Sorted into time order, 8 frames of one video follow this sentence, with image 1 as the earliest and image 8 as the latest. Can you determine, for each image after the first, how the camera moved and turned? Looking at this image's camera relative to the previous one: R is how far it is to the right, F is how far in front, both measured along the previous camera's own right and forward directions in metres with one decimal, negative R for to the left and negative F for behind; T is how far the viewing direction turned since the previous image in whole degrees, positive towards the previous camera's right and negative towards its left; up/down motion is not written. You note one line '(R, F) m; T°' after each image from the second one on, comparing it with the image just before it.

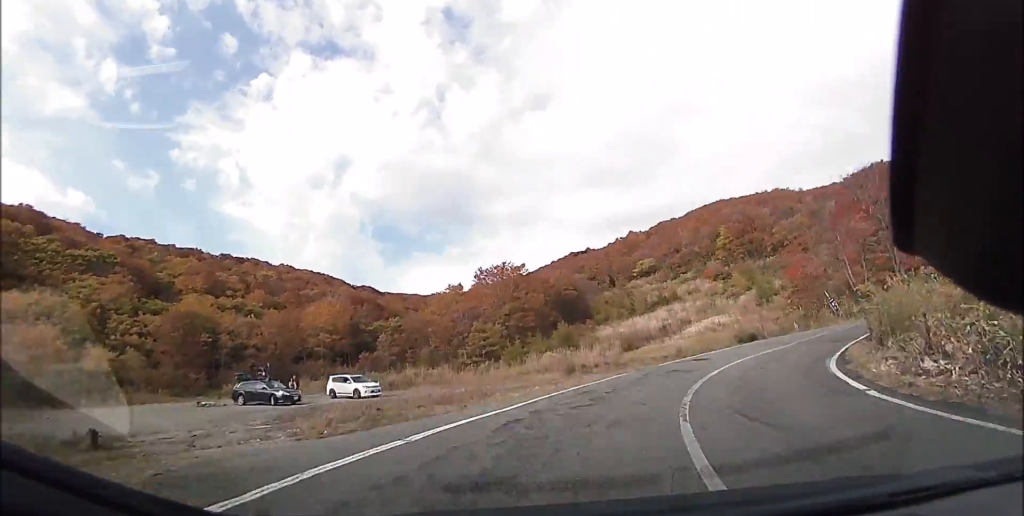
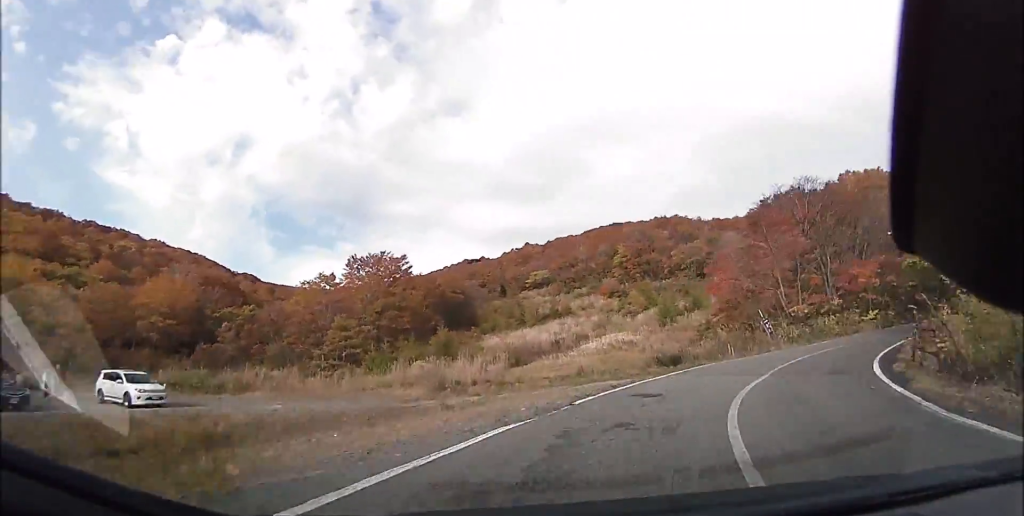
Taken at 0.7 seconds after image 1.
(+0.4, +8.6) m; +11°
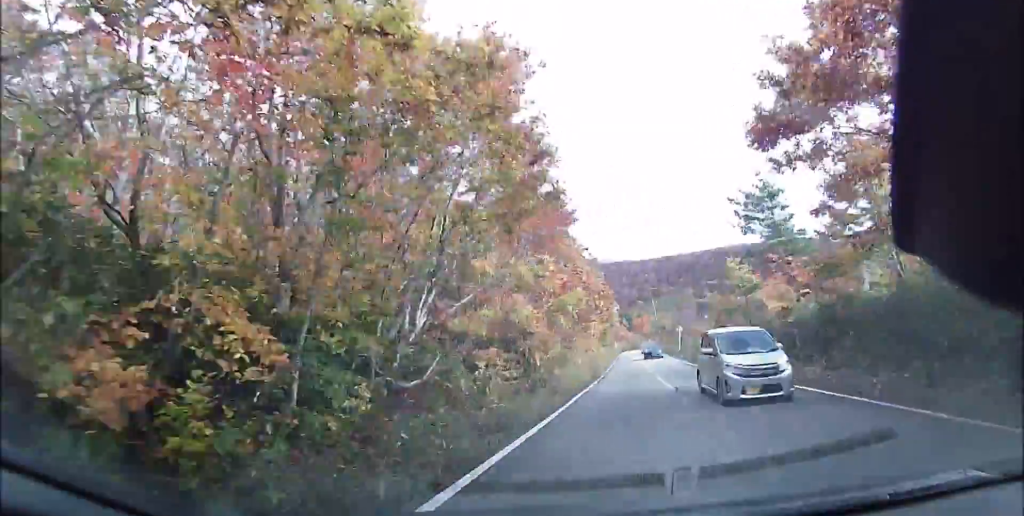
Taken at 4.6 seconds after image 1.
(+24.8, +27.5) m; +85°
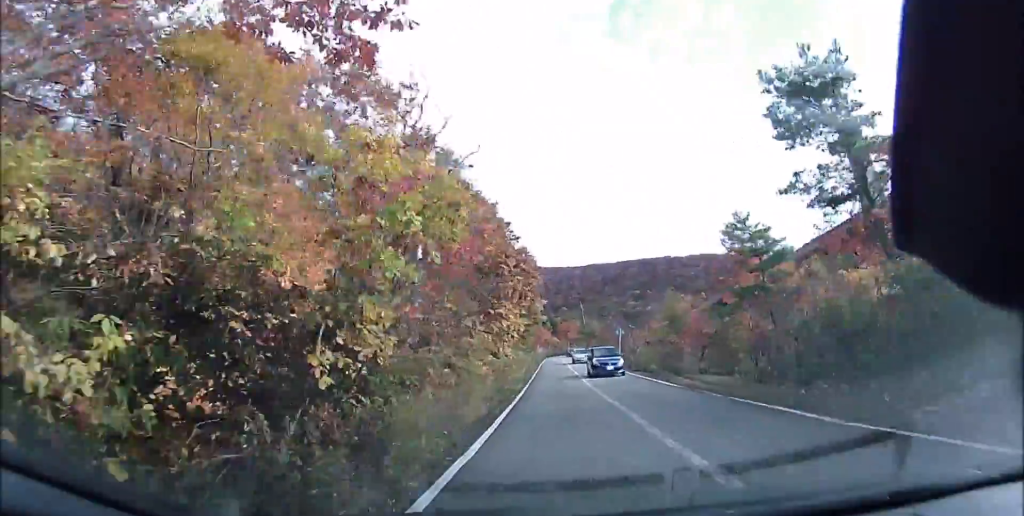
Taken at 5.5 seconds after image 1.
(+2.6, +10.3) m; +11°
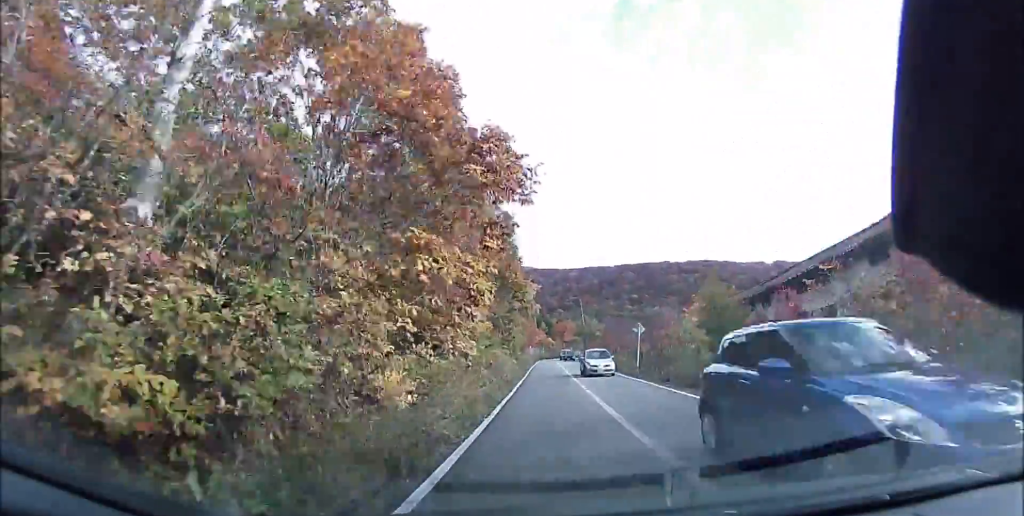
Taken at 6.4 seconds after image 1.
(+1.1, +10.2) m; +10°
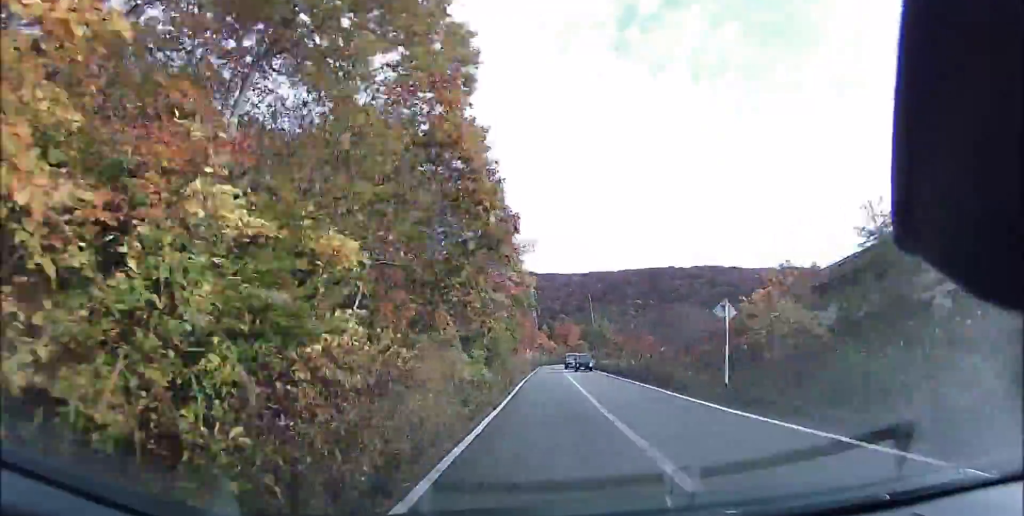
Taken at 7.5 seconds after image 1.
(+0.9, +13.4) m; +3°
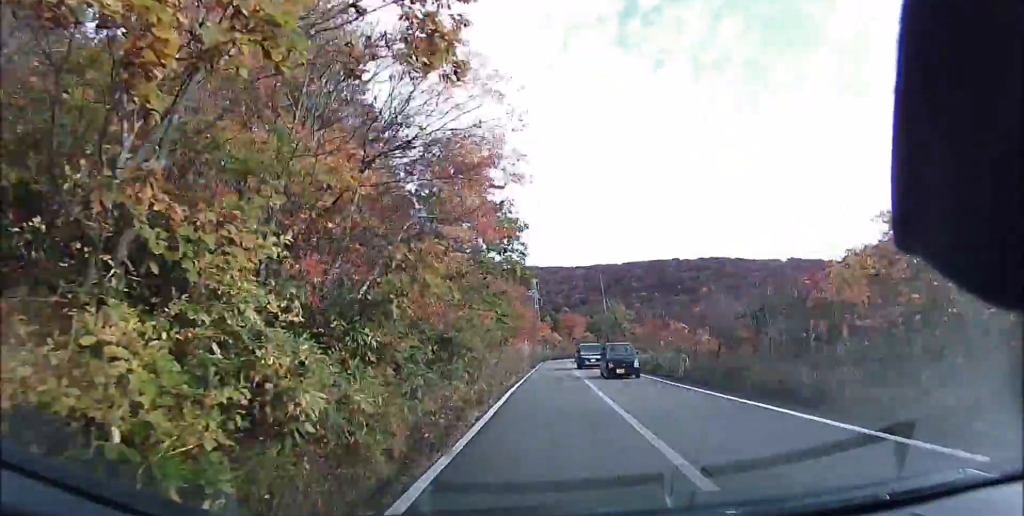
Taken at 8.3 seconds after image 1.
(+0.2, +9.9) m; +2°
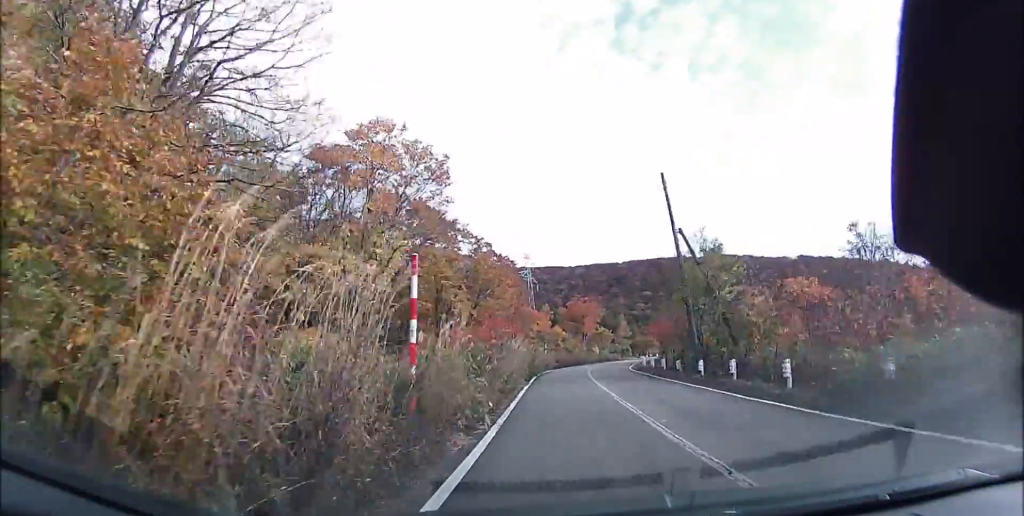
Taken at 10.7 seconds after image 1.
(+0.2, +30.5) m; 0°
